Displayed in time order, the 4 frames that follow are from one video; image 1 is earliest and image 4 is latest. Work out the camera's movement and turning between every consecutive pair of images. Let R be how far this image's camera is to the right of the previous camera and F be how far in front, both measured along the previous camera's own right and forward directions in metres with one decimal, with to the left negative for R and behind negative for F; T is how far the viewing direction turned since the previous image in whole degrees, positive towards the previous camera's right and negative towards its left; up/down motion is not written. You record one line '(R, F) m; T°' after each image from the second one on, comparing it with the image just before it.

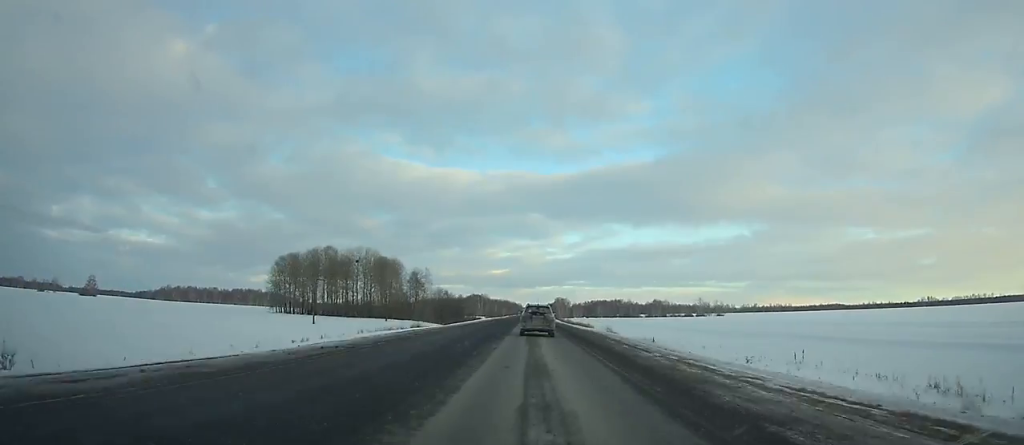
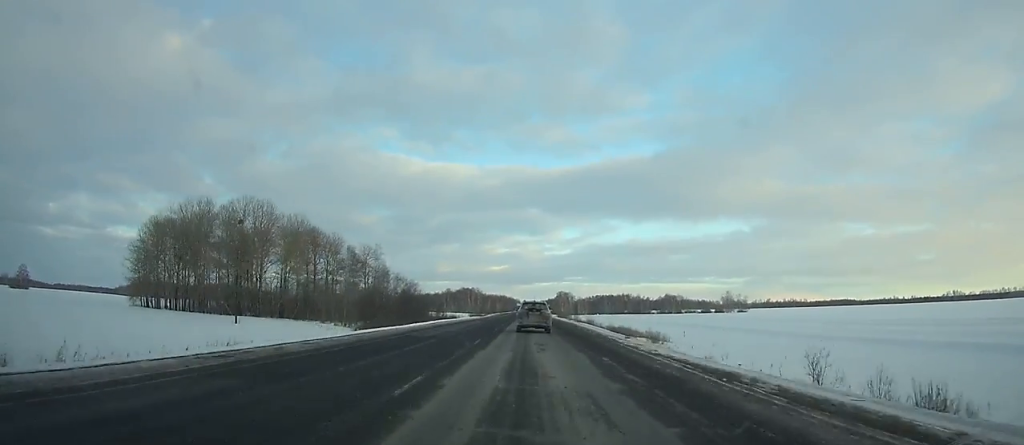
(0.0, +68.8) m; 0°
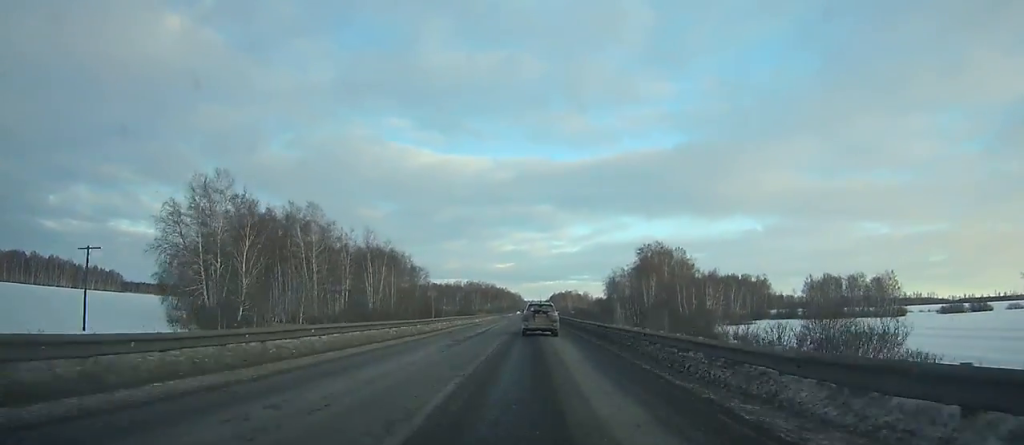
(+2.2, +347.9) m; 0°
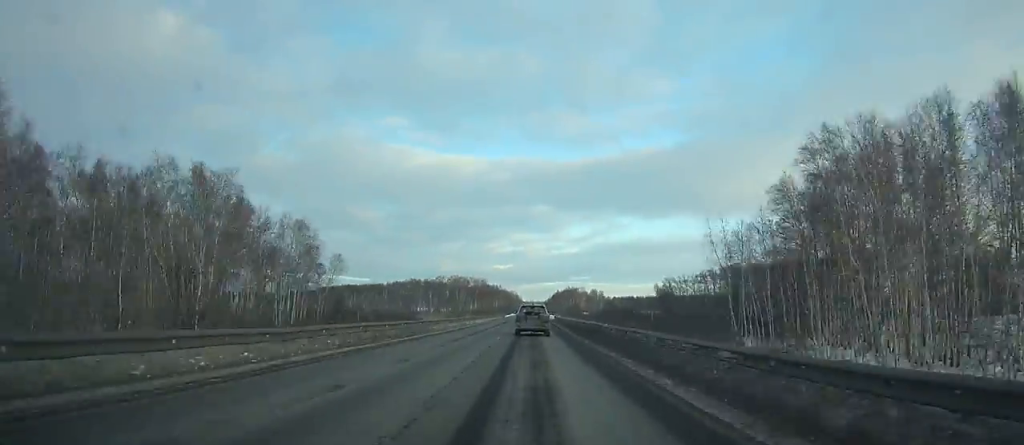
(+0.4, +89.9) m; 0°
